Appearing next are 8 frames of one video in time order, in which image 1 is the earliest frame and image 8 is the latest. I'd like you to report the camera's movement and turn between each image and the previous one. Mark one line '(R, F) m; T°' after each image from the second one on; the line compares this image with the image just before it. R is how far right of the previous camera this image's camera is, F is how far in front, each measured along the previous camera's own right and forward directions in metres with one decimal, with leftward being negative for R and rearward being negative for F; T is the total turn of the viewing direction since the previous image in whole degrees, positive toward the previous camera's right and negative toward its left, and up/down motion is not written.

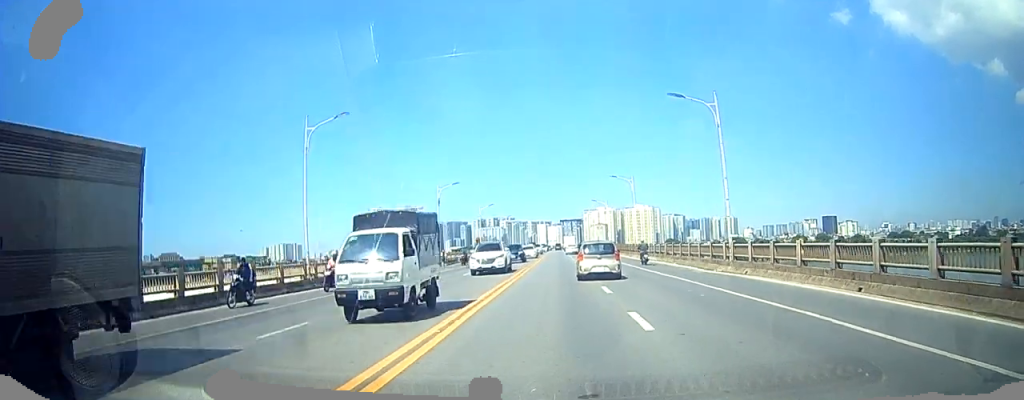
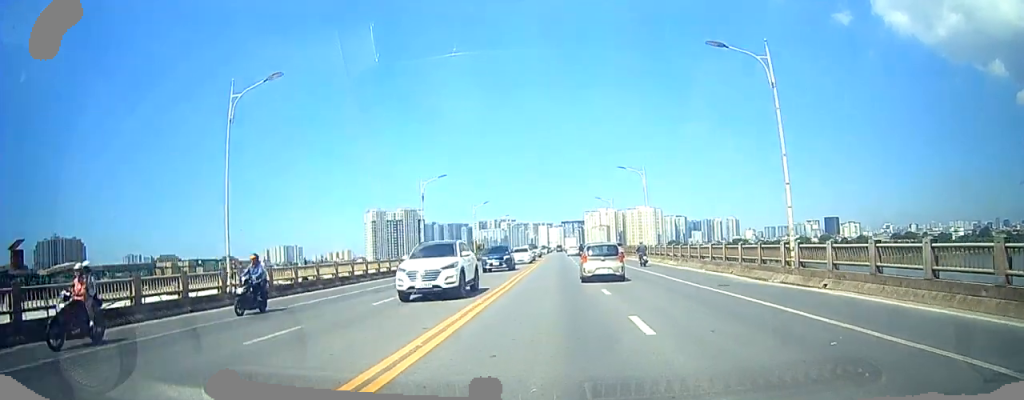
(+0.1, +6.0) m; -1°
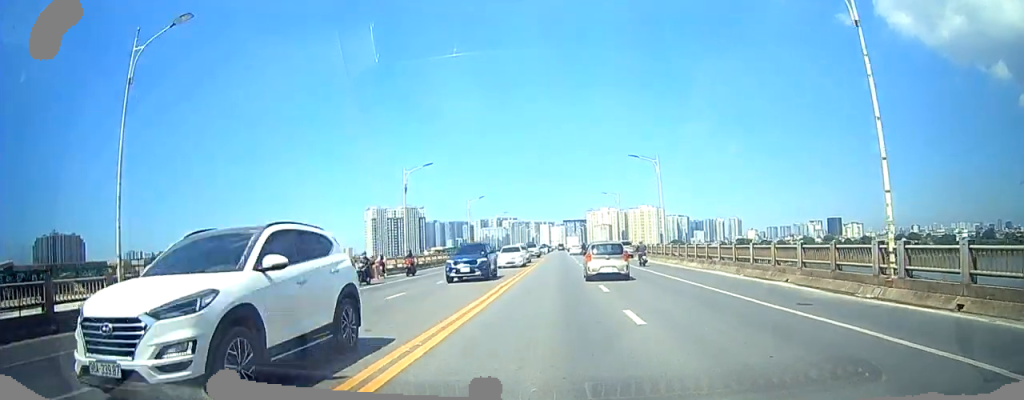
(-0.1, +5.2) m; 0°
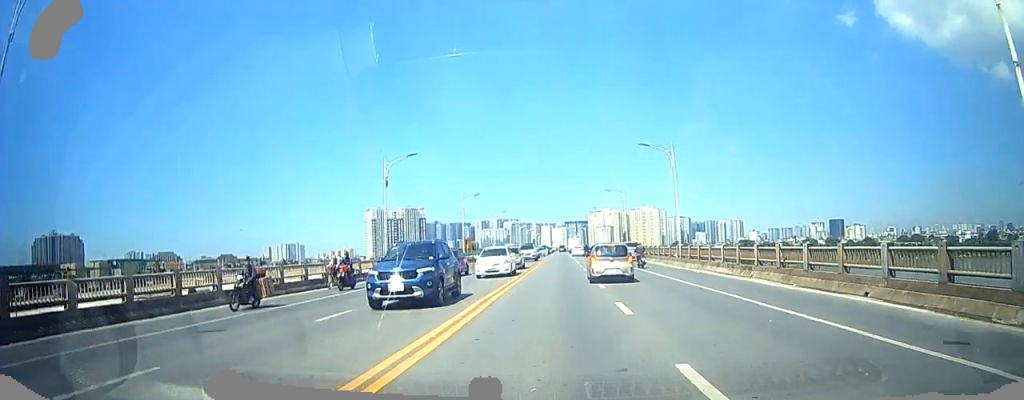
(-0.1, +4.8) m; 0°
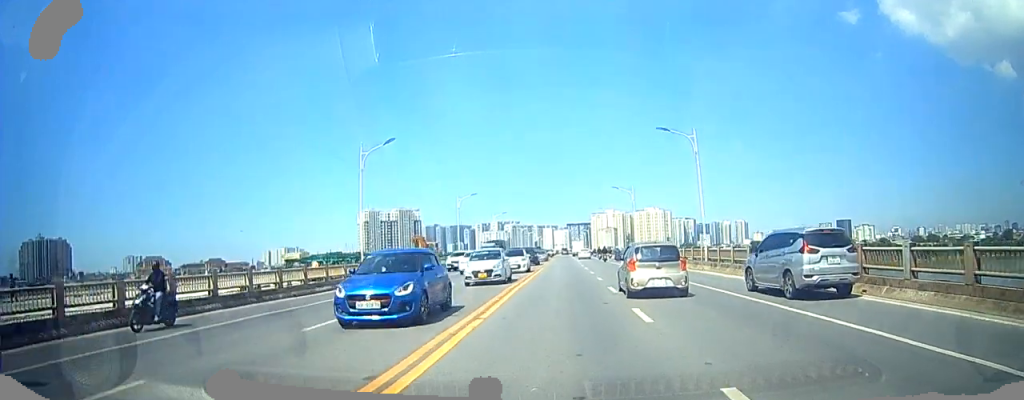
(+0.5, +33.6) m; +1°
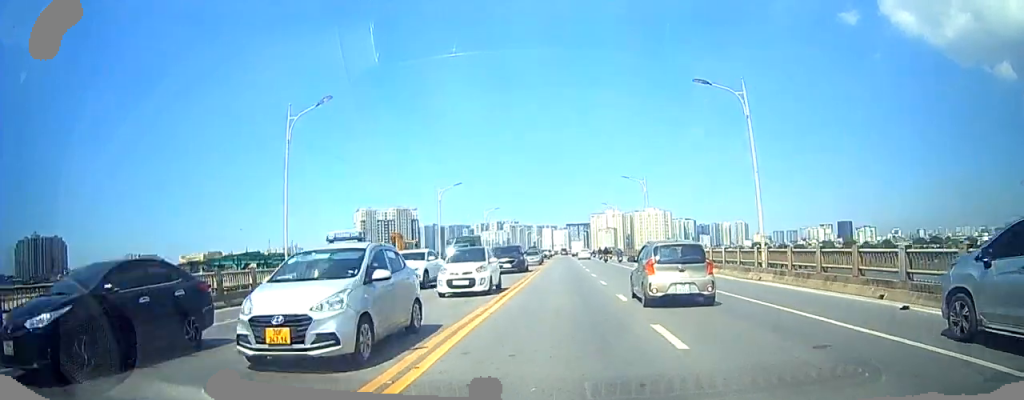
(0.0, +8.8) m; 0°
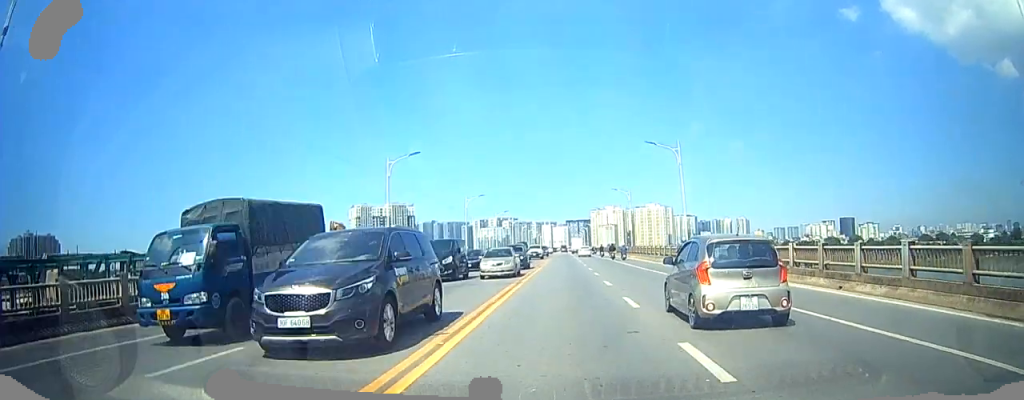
(0.0, +14.7) m; 0°
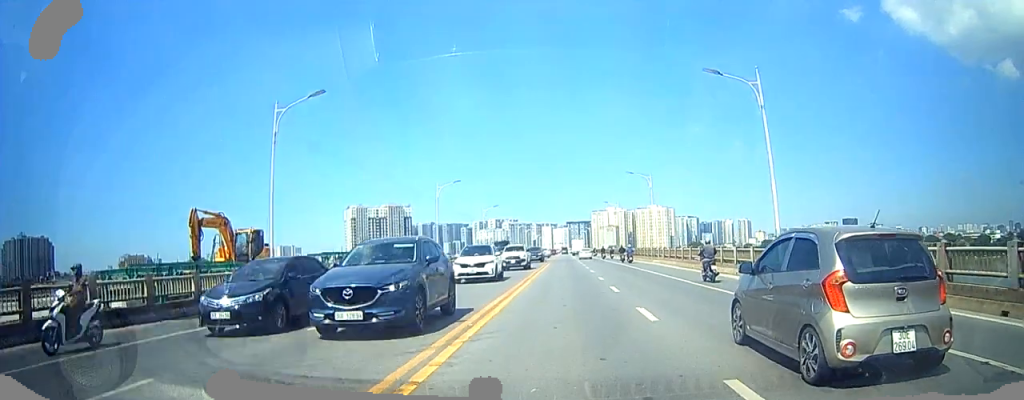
(0.0, +13.9) m; -1°
